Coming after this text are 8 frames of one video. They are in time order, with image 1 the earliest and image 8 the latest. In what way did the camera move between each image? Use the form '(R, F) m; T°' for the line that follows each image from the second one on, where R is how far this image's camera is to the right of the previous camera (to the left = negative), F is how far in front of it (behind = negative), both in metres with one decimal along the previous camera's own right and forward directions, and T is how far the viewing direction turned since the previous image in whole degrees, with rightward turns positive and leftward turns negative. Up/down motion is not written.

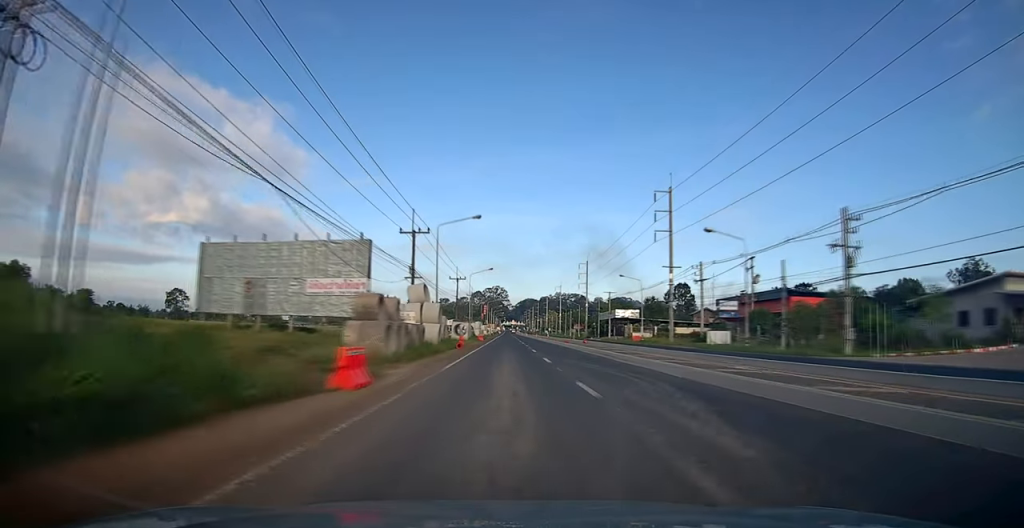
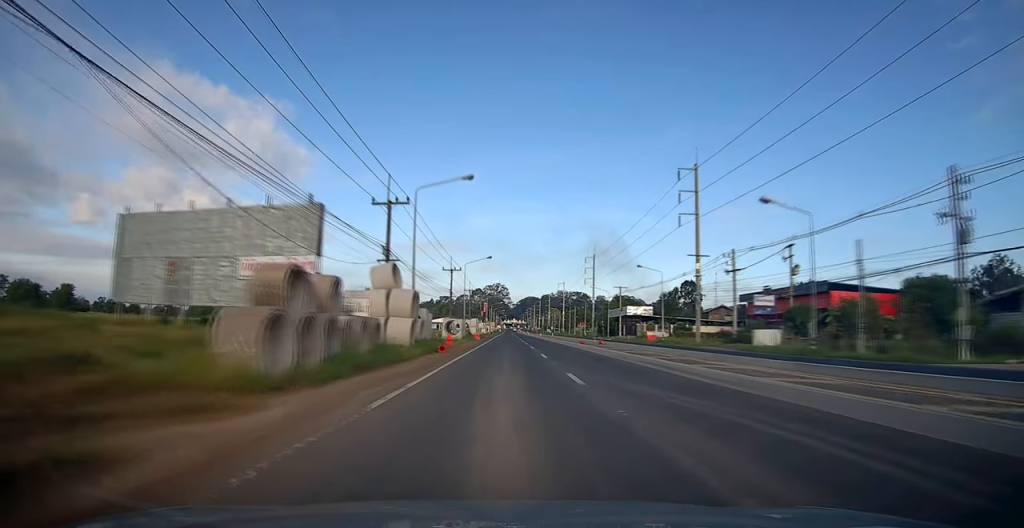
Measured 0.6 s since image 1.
(+0.1, +10.3) m; 0°
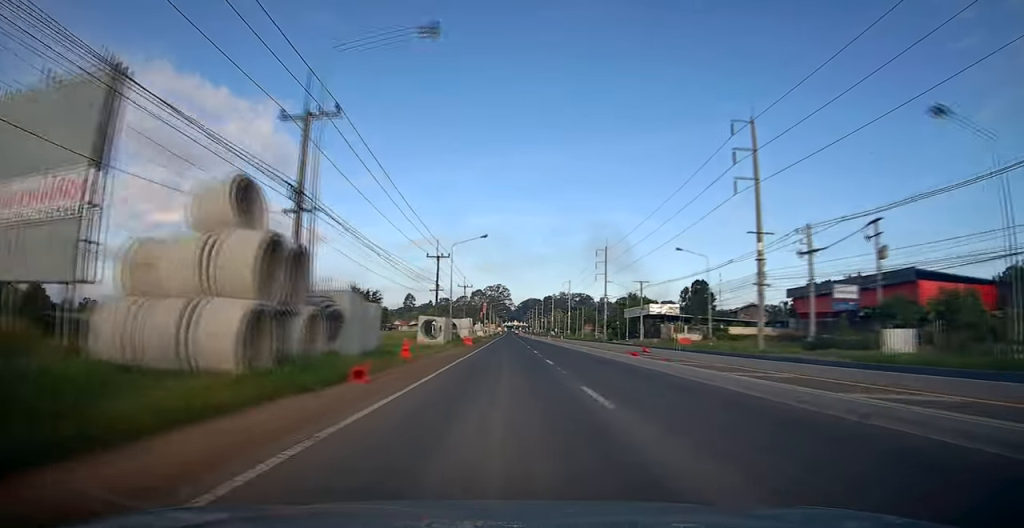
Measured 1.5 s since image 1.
(0.0, +15.8) m; 0°
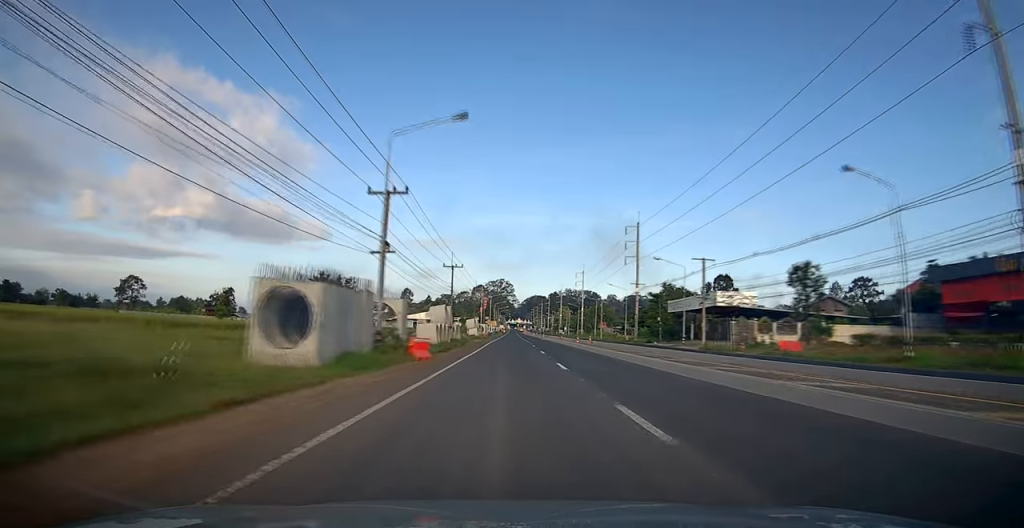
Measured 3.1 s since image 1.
(0.0, +27.1) m; 0°
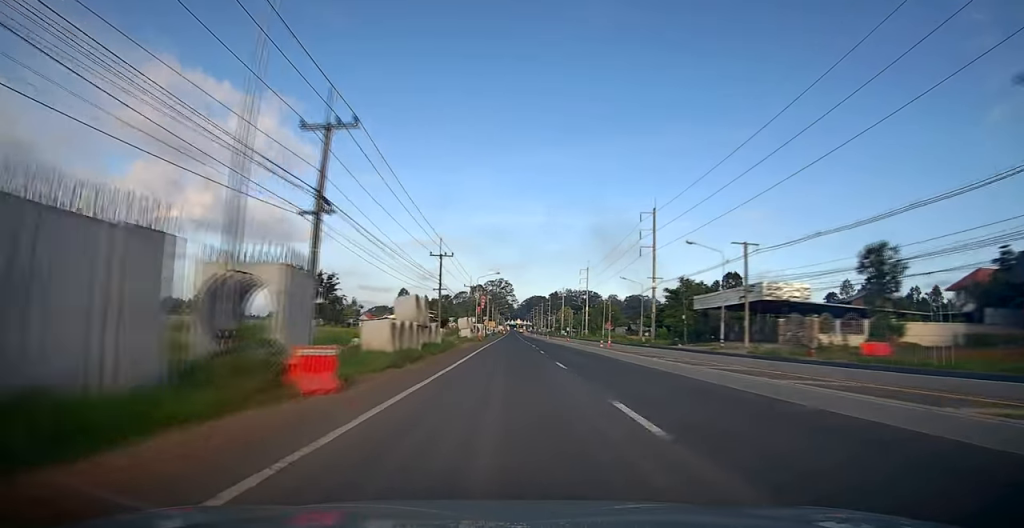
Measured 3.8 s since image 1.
(0.0, +11.5) m; 0°
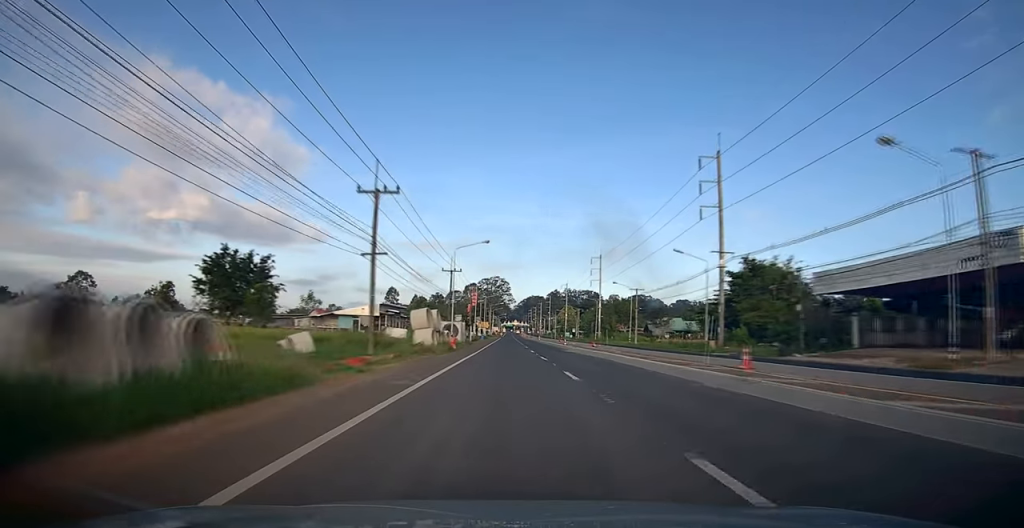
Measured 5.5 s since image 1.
(-0.1, +28.3) m; 0°
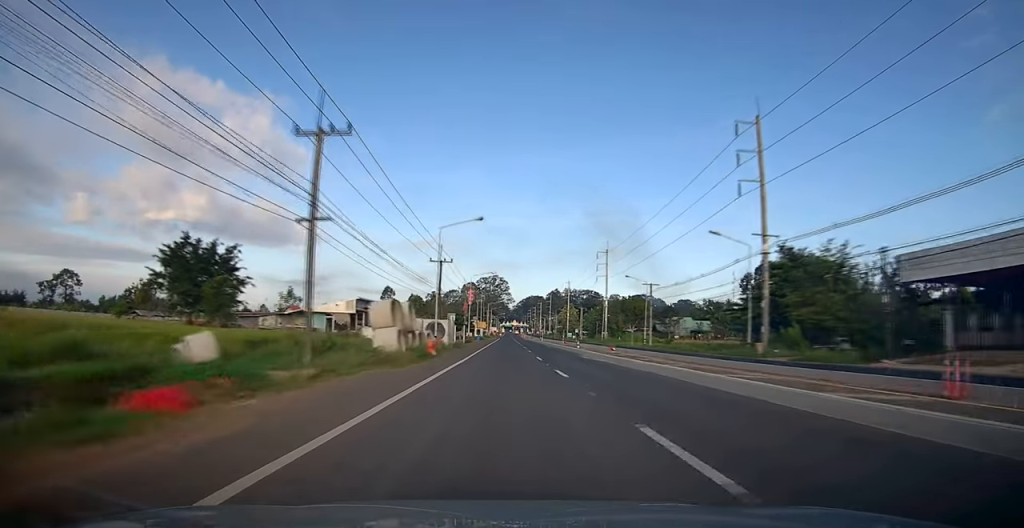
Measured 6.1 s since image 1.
(0.0, +10.1) m; 0°
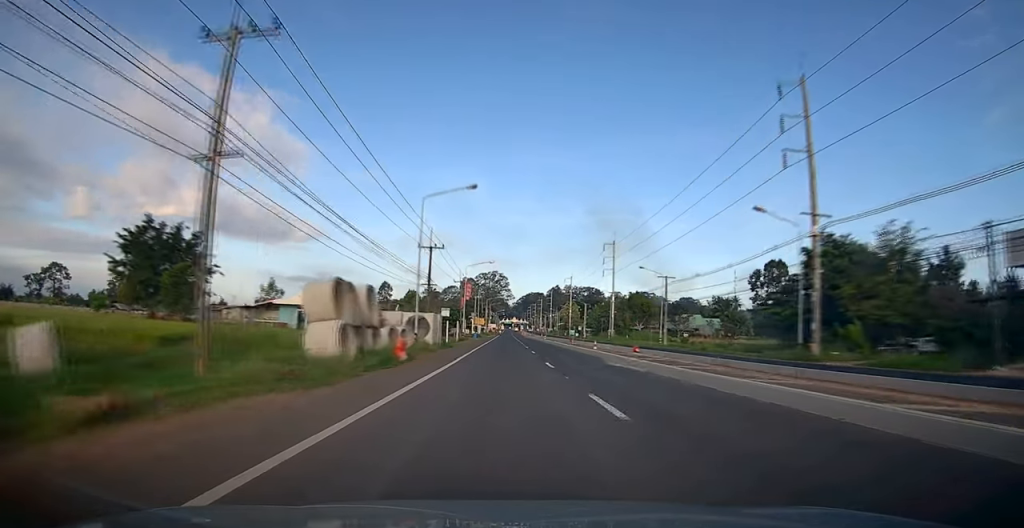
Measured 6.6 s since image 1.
(0.0, +8.1) m; 0°
